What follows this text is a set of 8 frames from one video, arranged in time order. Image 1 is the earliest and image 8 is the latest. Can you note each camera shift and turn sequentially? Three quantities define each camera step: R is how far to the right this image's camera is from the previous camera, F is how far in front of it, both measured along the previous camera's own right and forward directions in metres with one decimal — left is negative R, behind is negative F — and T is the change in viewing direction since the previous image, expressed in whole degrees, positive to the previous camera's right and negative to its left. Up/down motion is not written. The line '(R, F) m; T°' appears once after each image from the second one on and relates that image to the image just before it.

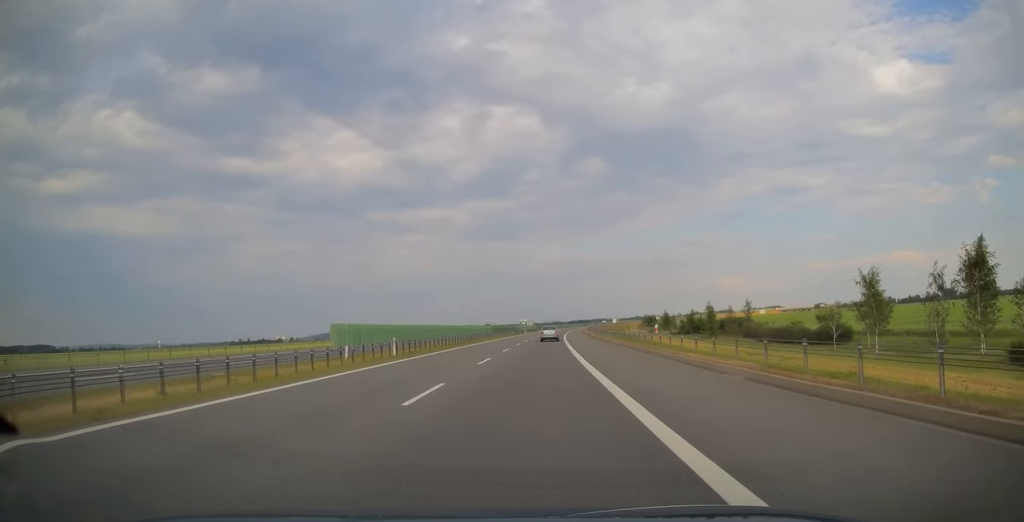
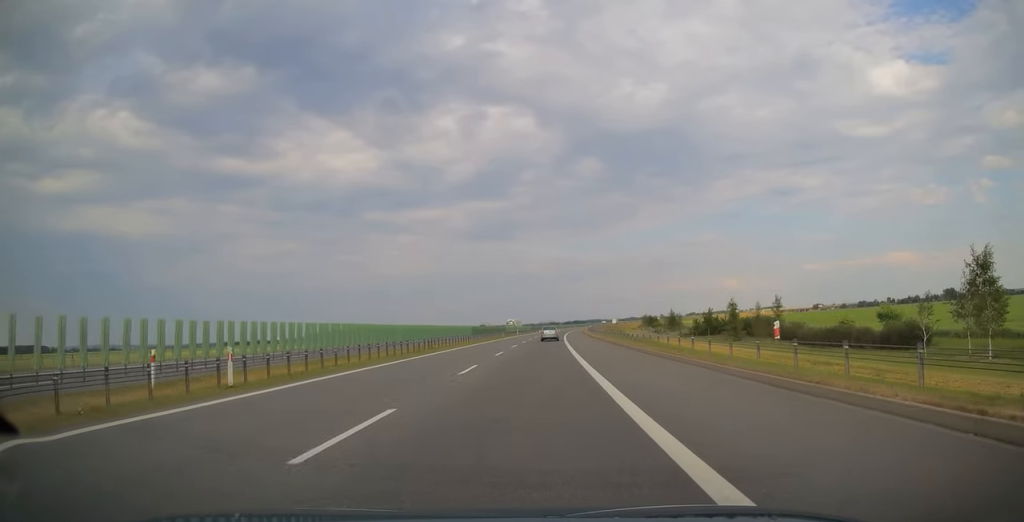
(0.0, +16.7) m; 0°
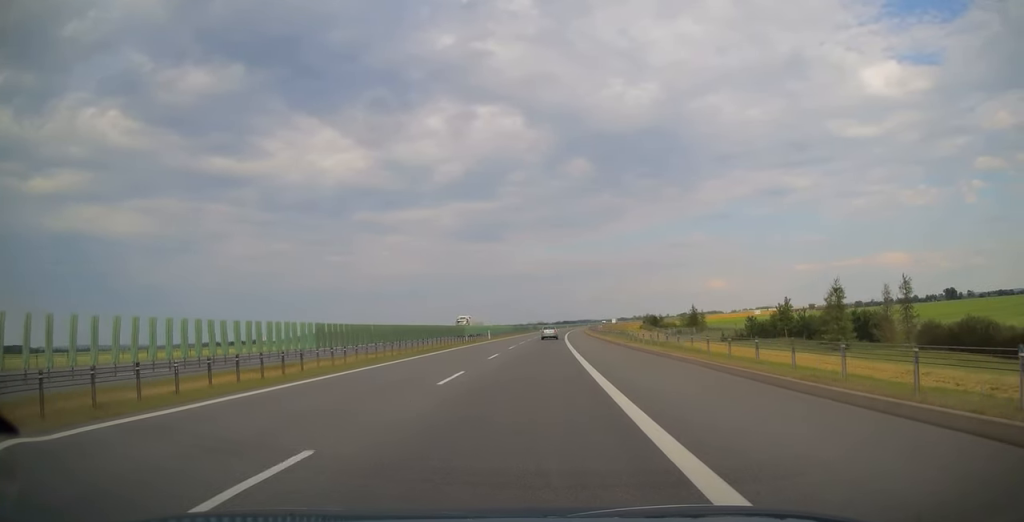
(+0.5, +39.3) m; +1°
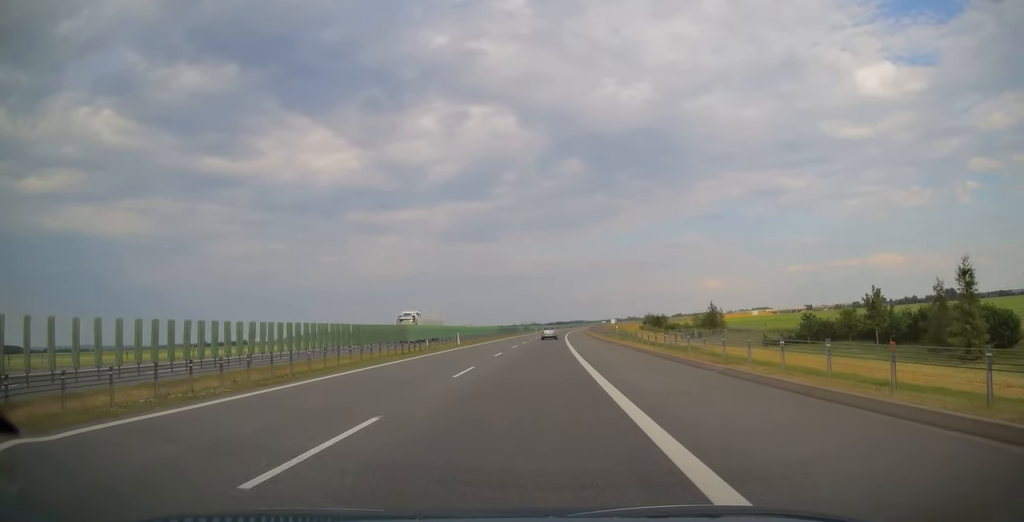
(0.0, +21.5) m; 0°
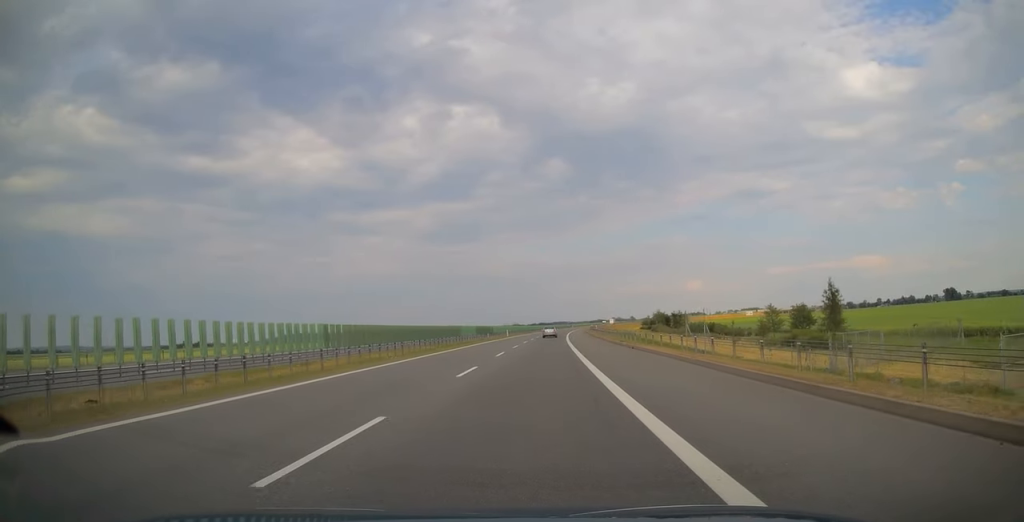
(+1.7, +59.7) m; +3°
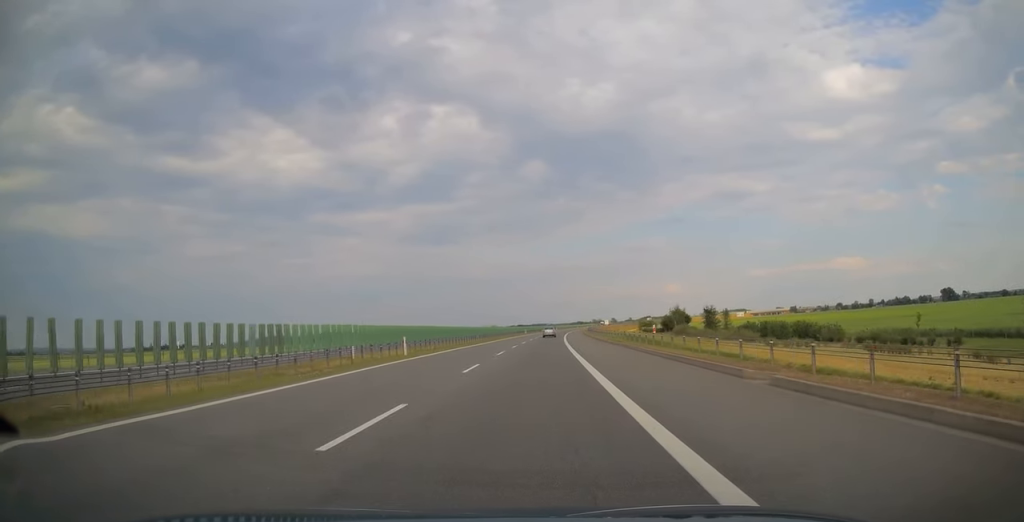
(0.0, +58.1) m; +1°
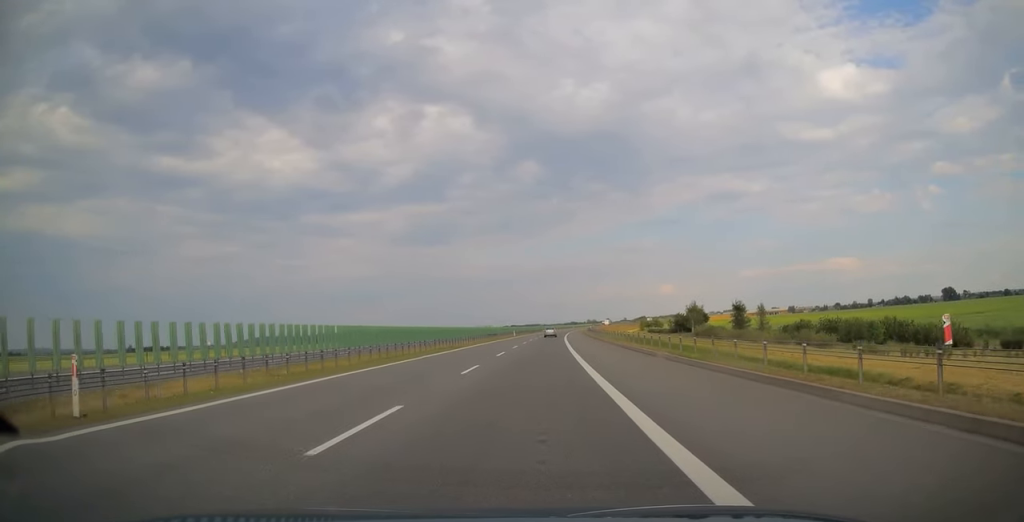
(+0.2, +24.2) m; +1°
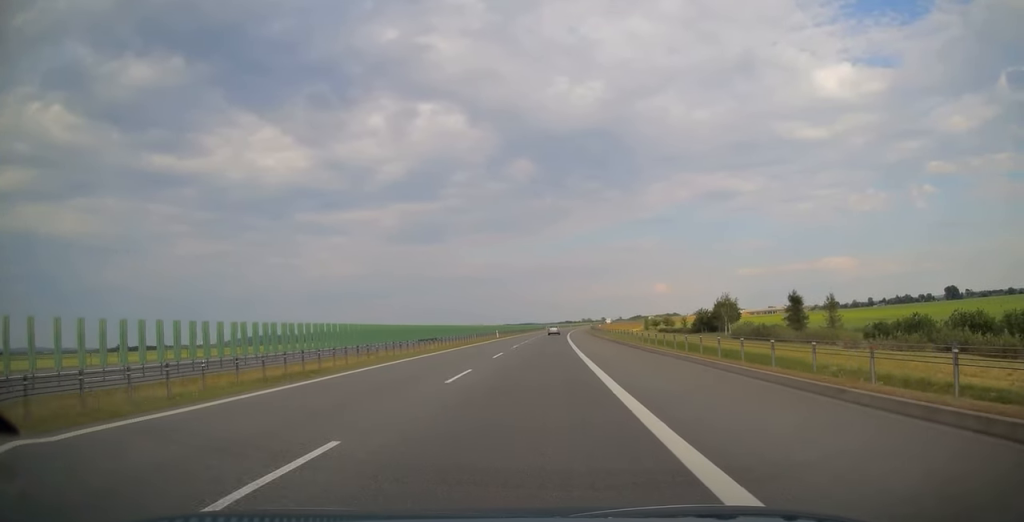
(+0.3, +27.4) m; +1°
